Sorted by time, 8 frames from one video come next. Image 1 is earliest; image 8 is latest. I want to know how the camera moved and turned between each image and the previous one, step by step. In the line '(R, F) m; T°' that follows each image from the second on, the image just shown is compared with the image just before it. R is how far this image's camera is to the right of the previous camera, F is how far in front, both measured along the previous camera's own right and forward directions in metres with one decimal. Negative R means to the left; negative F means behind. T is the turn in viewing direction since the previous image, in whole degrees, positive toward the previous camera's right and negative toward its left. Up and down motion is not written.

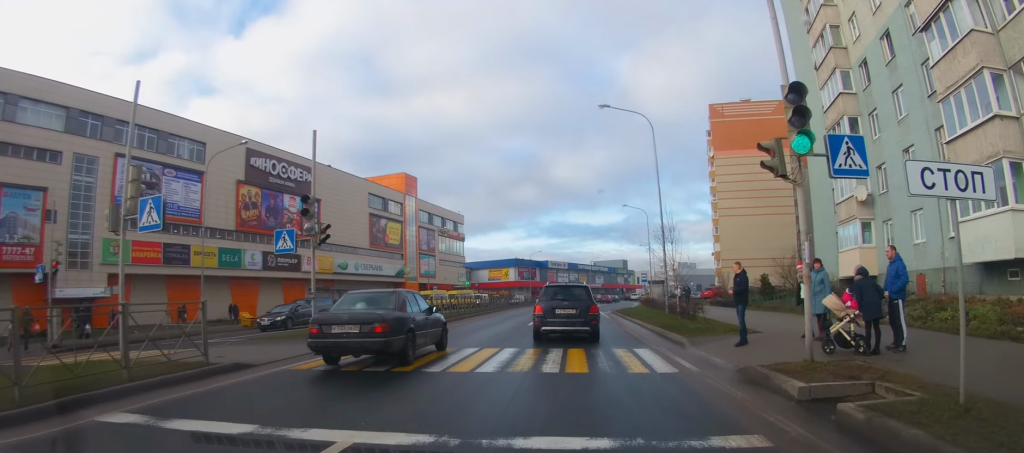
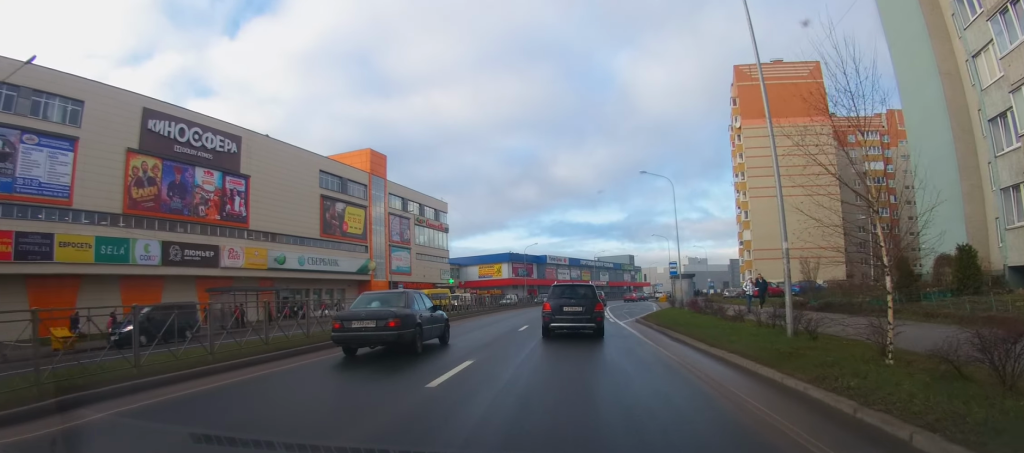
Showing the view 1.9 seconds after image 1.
(+0.4, +15.4) m; +3°
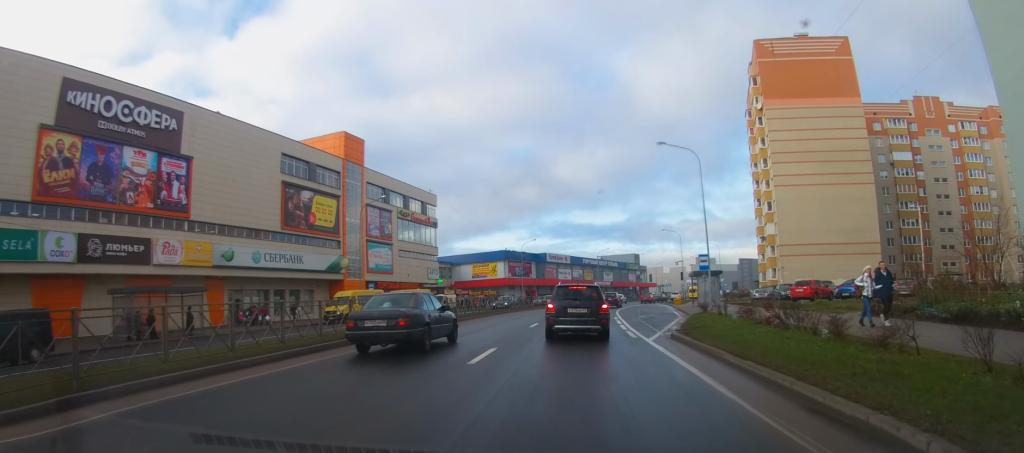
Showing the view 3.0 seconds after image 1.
(+0.1, +9.2) m; +1°
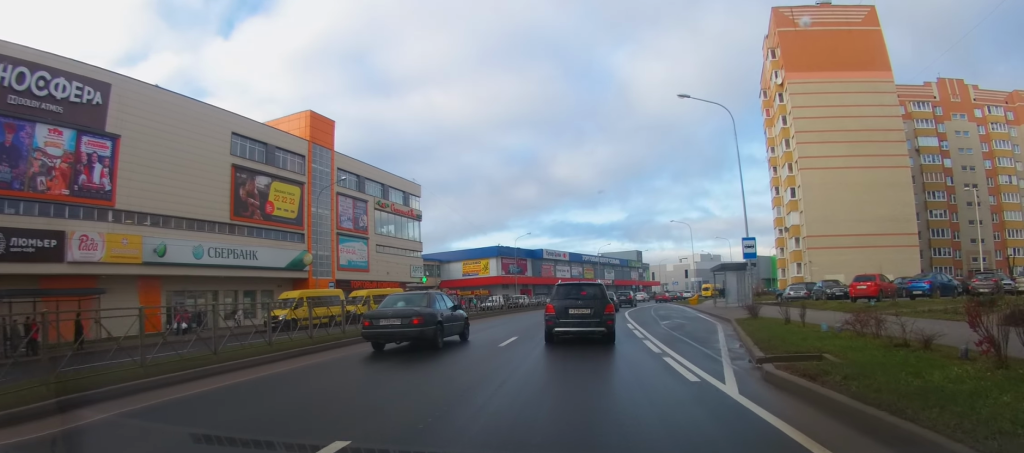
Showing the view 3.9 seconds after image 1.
(+0.1, +8.1) m; +2°
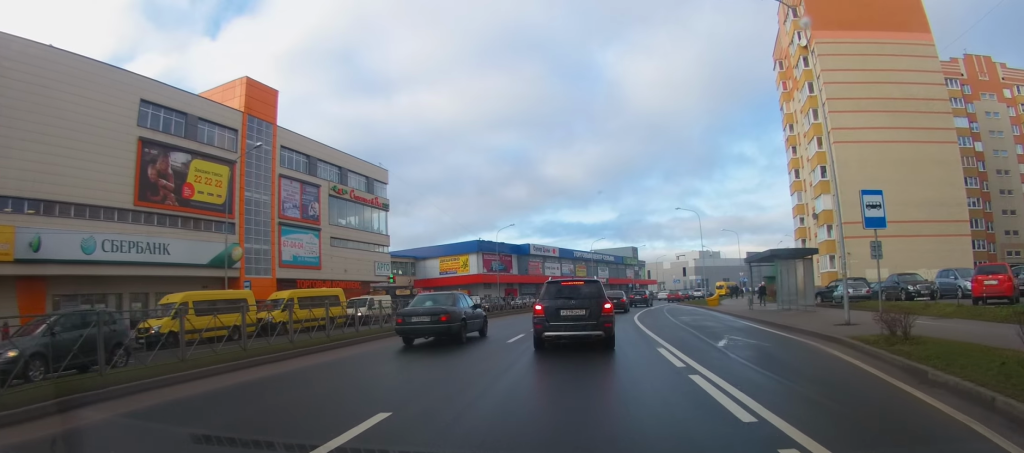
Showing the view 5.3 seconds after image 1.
(+0.4, +10.9) m; +4°
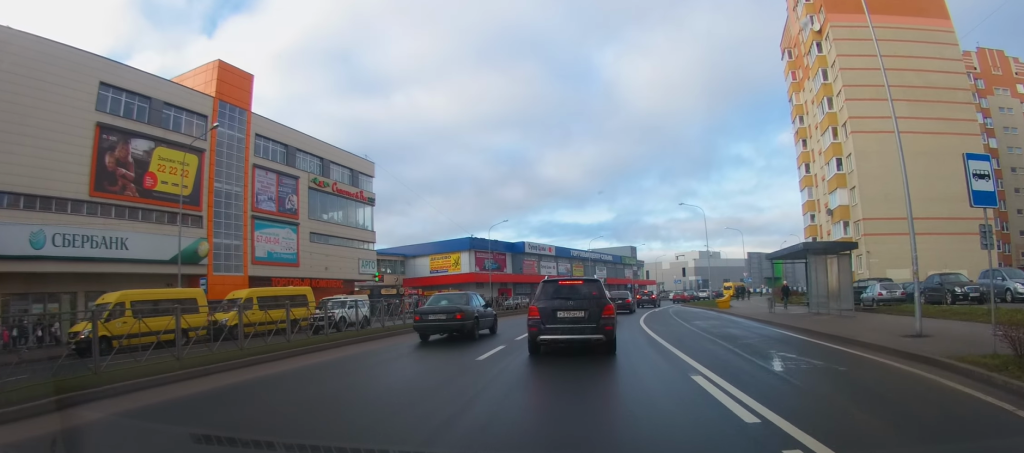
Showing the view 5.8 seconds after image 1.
(+0.1, +4.2) m; +1°
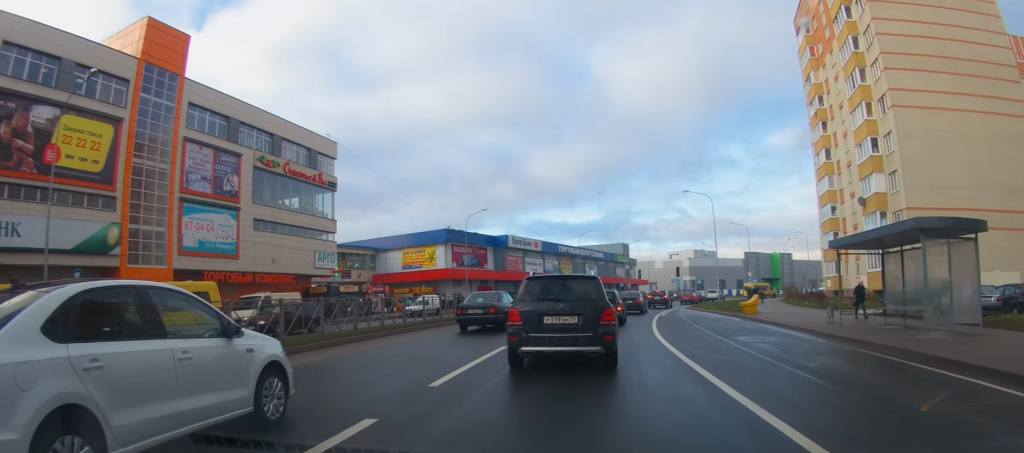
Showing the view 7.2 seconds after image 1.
(-0.1, +8.9) m; -3°
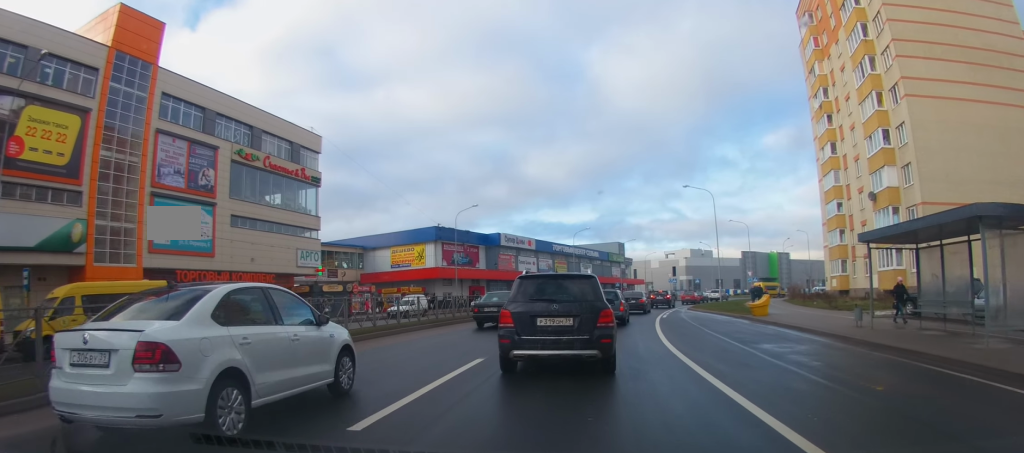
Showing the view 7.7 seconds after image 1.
(-0.1, +2.9) m; -1°
